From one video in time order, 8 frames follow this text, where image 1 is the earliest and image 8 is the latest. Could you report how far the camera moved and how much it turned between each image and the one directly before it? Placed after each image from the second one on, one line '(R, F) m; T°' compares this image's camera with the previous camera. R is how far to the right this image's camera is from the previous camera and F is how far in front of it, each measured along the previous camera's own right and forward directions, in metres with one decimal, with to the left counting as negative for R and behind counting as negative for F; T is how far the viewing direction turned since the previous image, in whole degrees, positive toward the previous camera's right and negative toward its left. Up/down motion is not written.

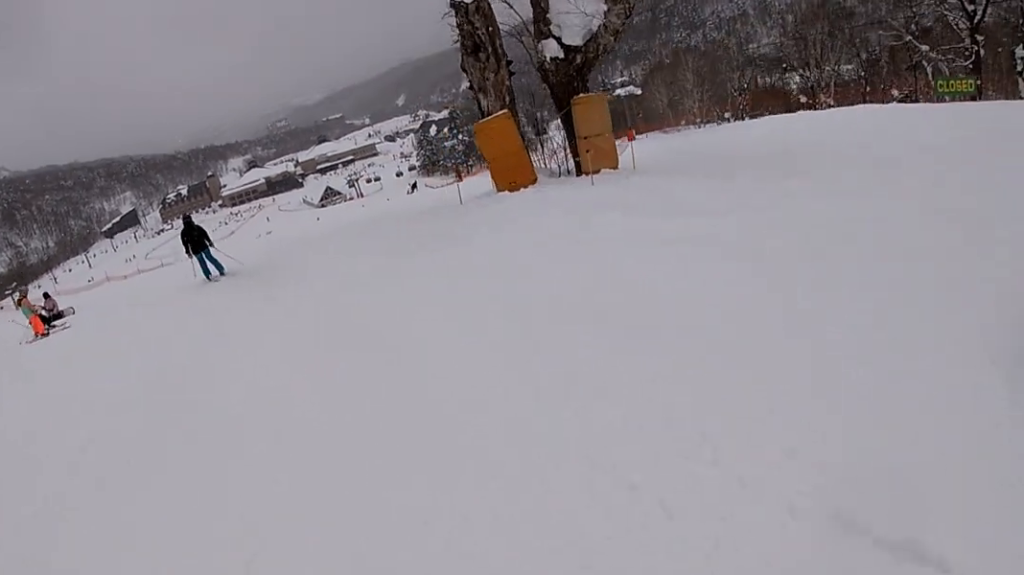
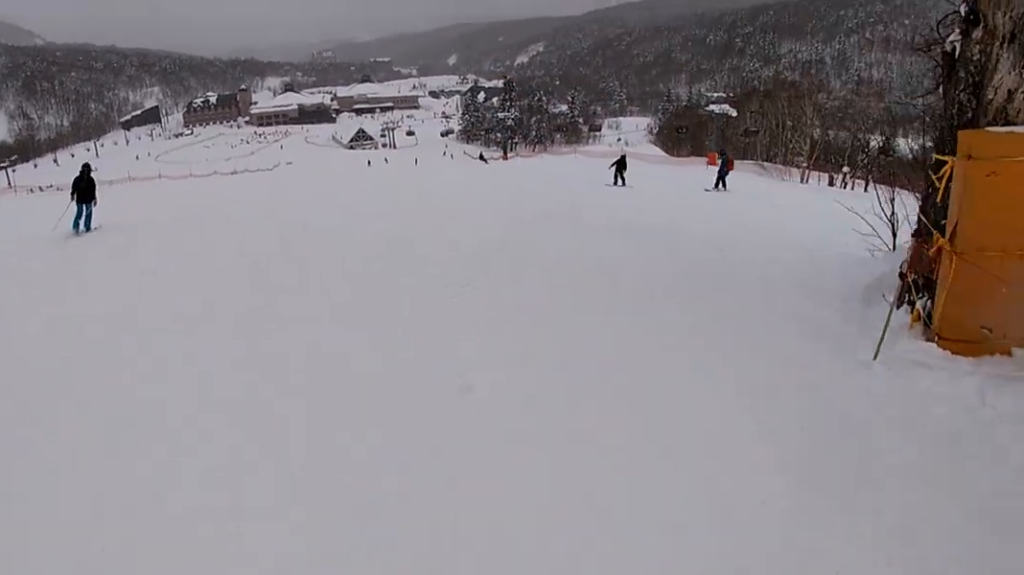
(-0.6, +11.1) m; 0°
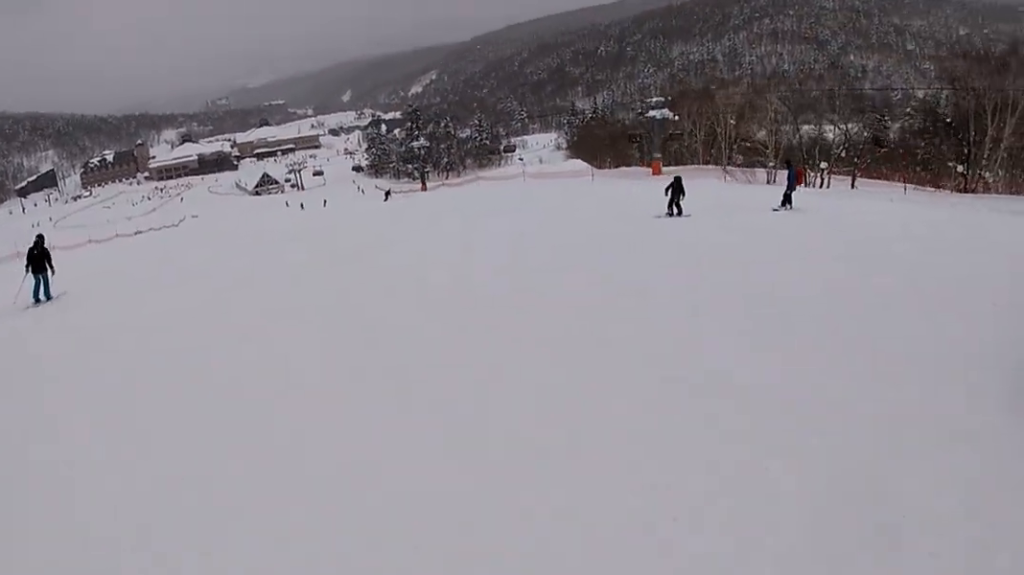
(+0.8, +9.3) m; +12°
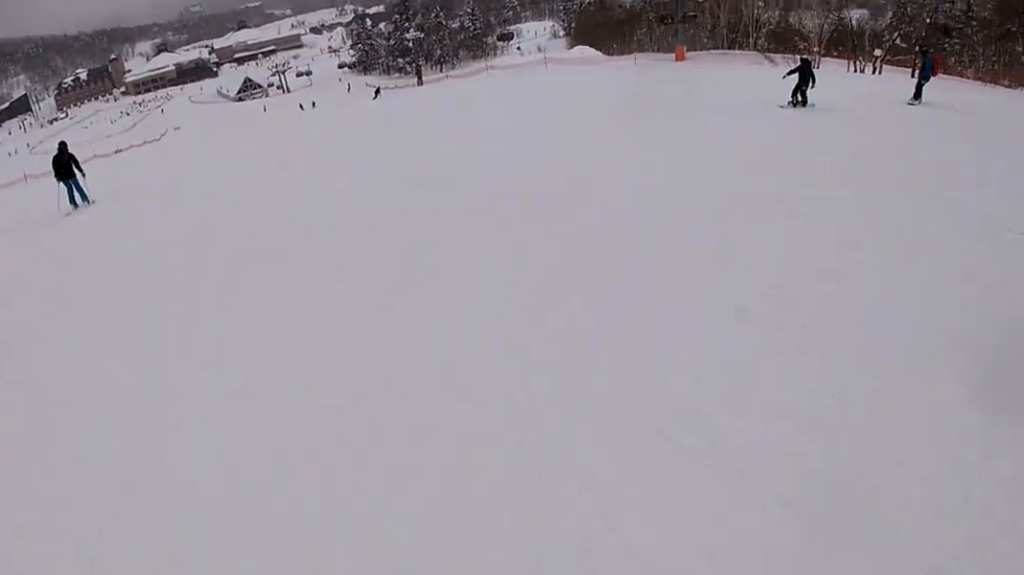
(+0.4, +5.4) m; +7°
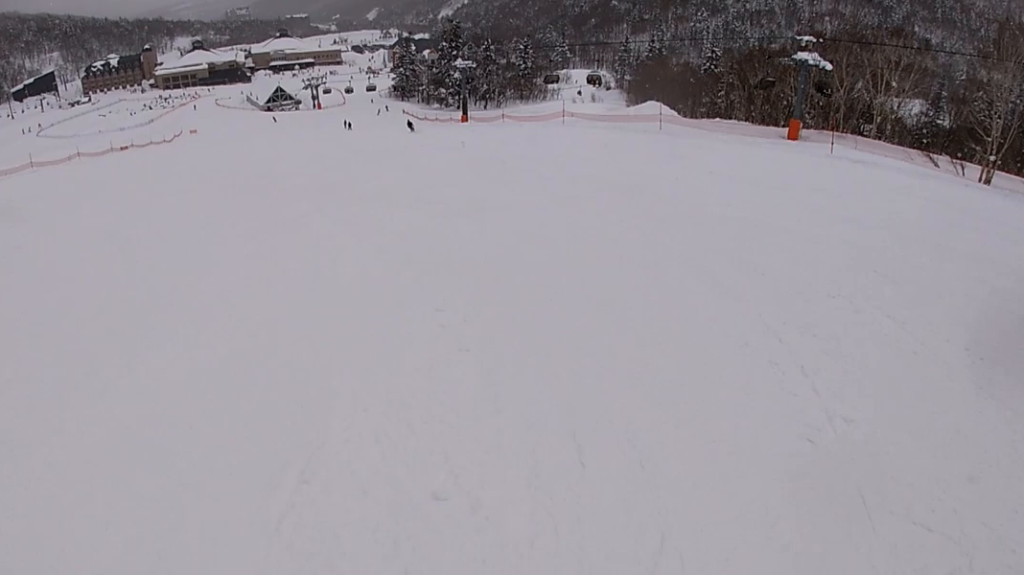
(+1.6, +15.8) m; +5°
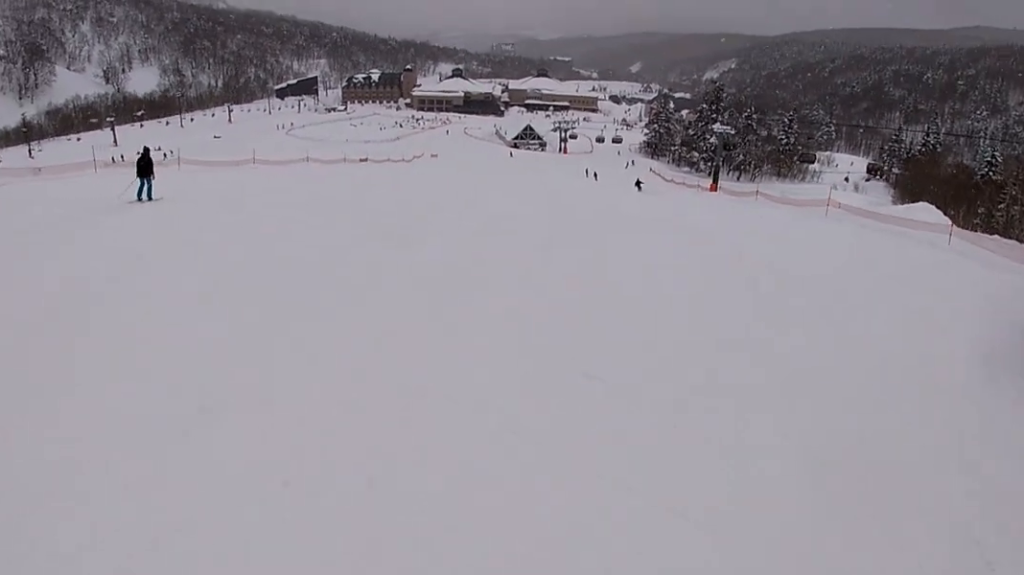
(0.0, +5.7) m; -4°
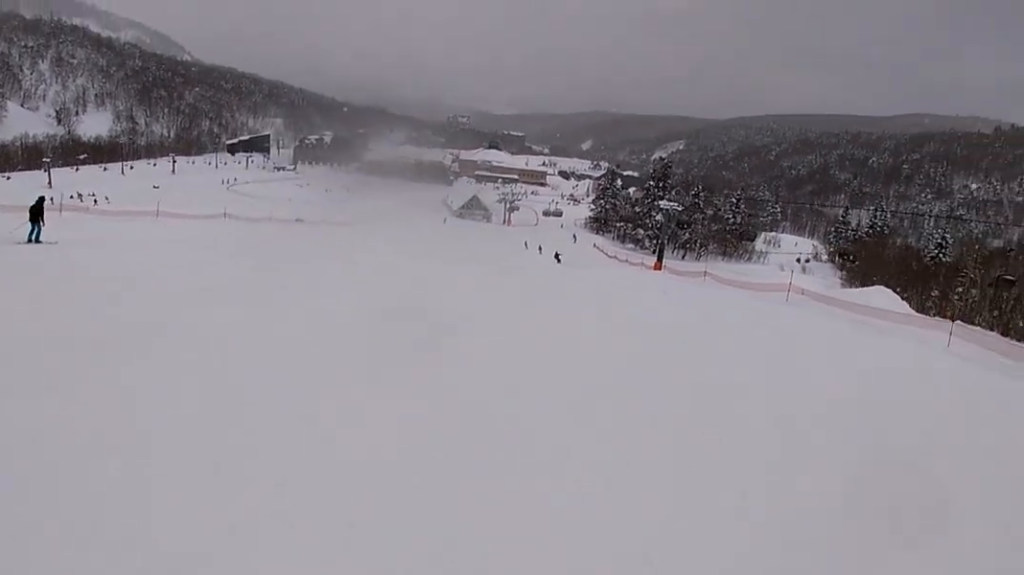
(+0.2, +7.0) m; -8°
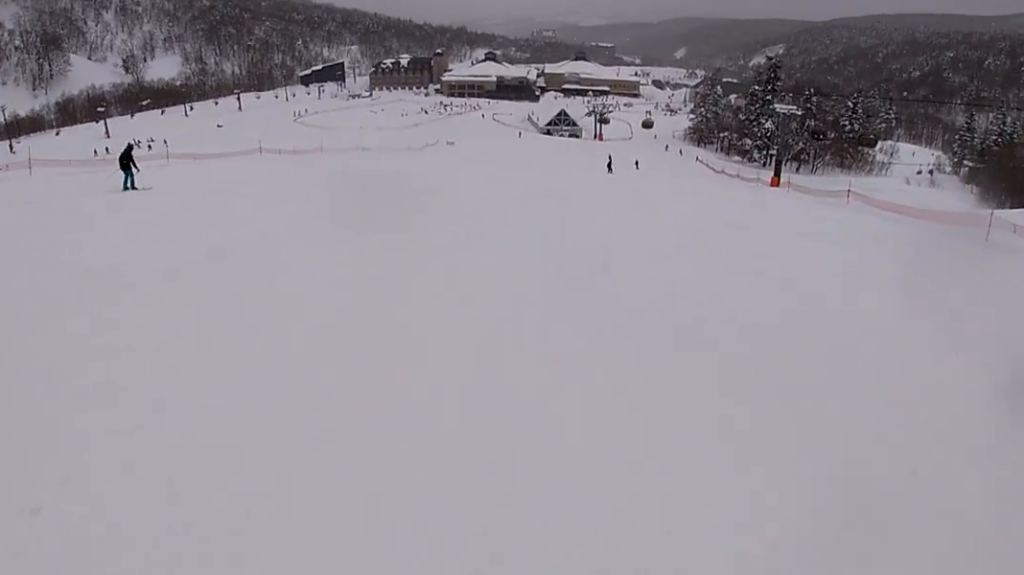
(-1.7, +10.8) m; -3°
